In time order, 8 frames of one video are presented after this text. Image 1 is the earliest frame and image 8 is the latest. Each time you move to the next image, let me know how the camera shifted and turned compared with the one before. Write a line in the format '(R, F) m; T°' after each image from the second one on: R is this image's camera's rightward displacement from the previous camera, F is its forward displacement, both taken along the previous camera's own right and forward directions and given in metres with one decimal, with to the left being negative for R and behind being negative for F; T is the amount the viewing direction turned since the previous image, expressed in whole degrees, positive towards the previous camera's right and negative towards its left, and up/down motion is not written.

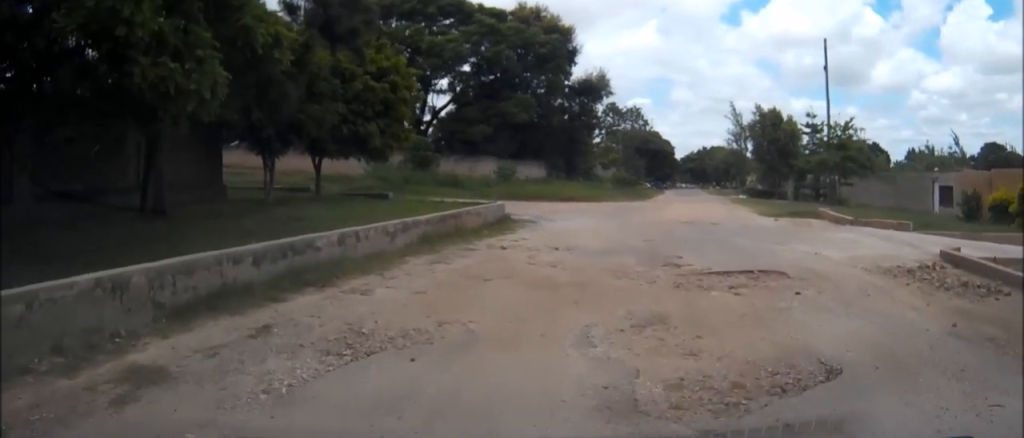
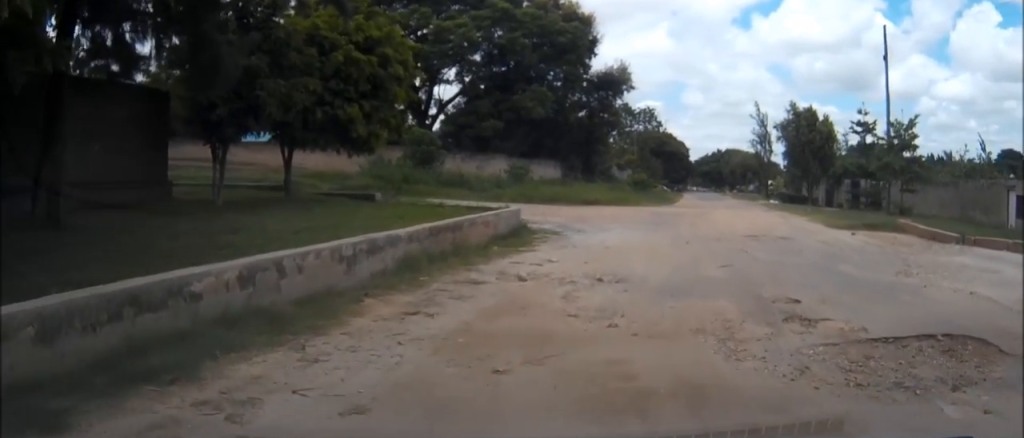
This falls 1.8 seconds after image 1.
(-0.1, +4.9) m; +3°
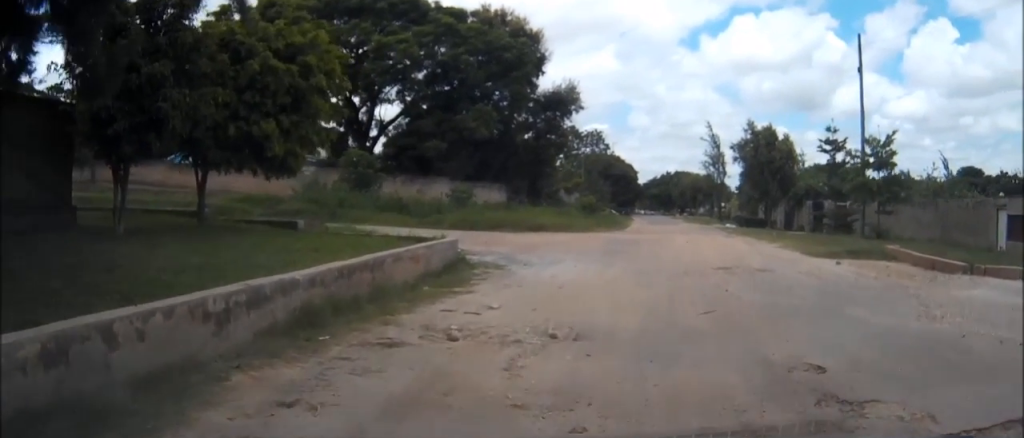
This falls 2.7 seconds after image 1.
(+0.1, +2.2) m; +9°
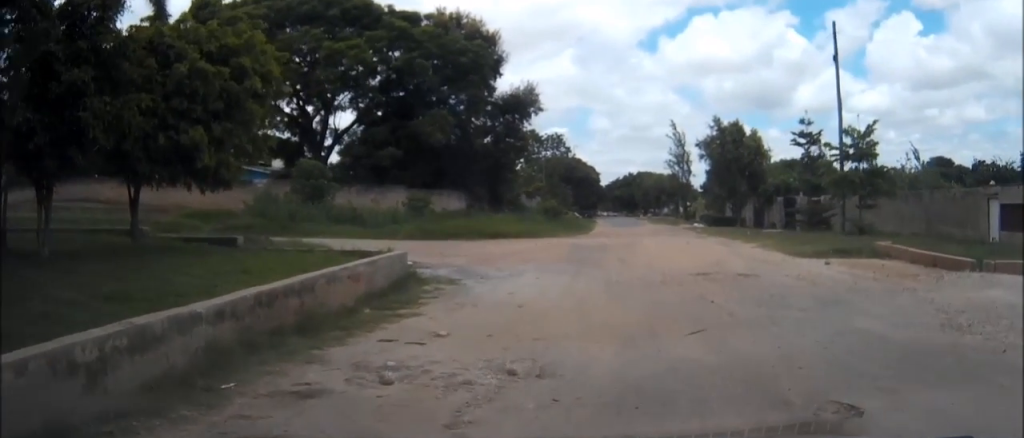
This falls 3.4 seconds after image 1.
(+0.1, +1.4) m; +5°
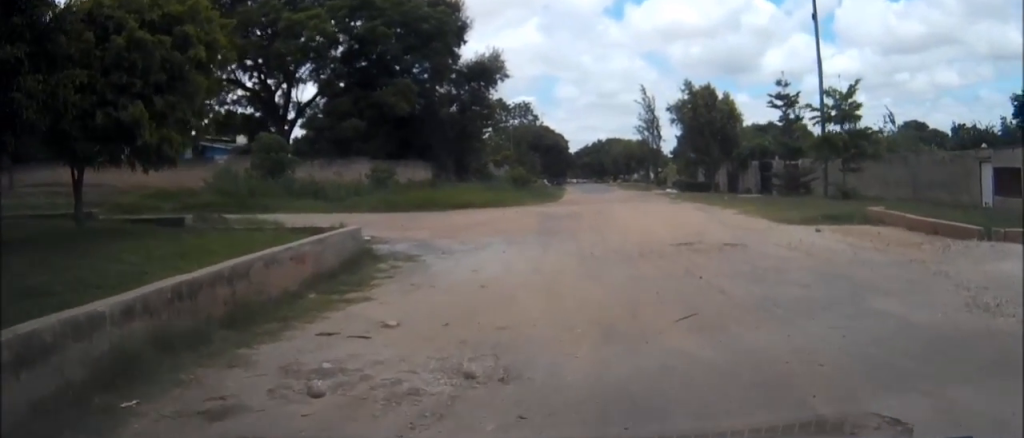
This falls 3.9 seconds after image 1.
(+0.1, +1.1) m; +3°
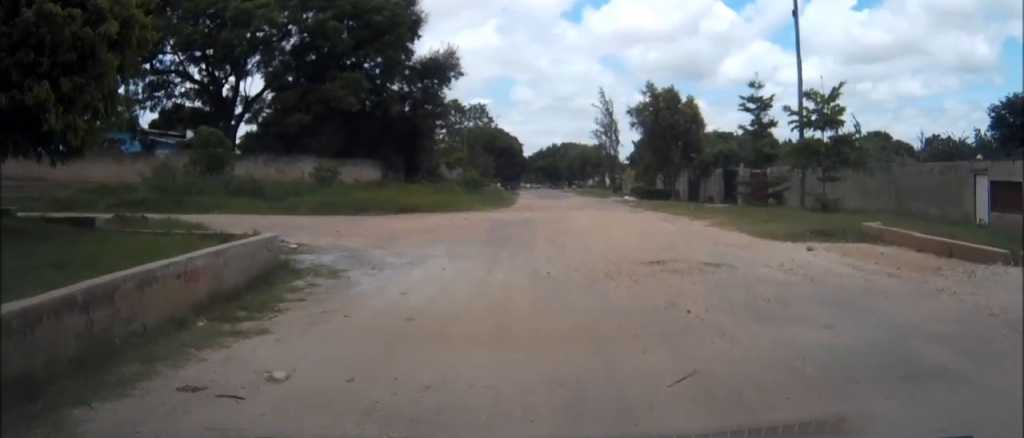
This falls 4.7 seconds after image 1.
(0.0, +1.9) m; -2°
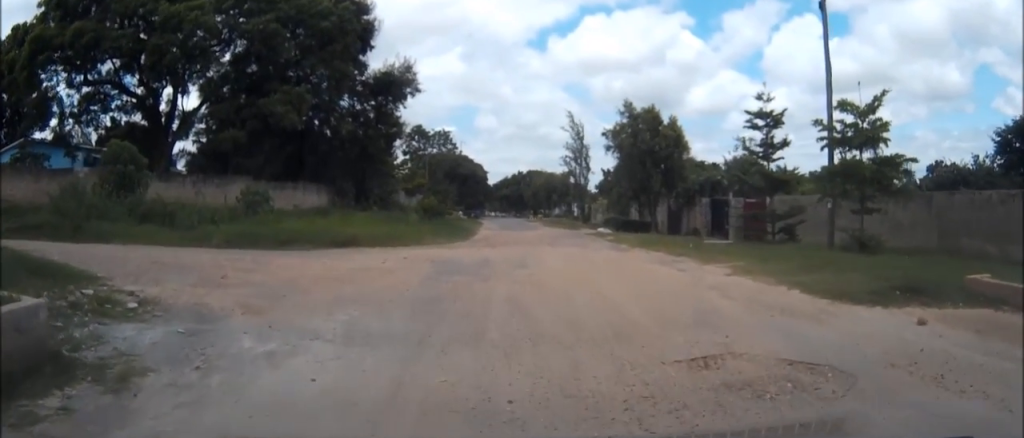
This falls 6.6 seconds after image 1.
(-0.2, +4.8) m; -5°
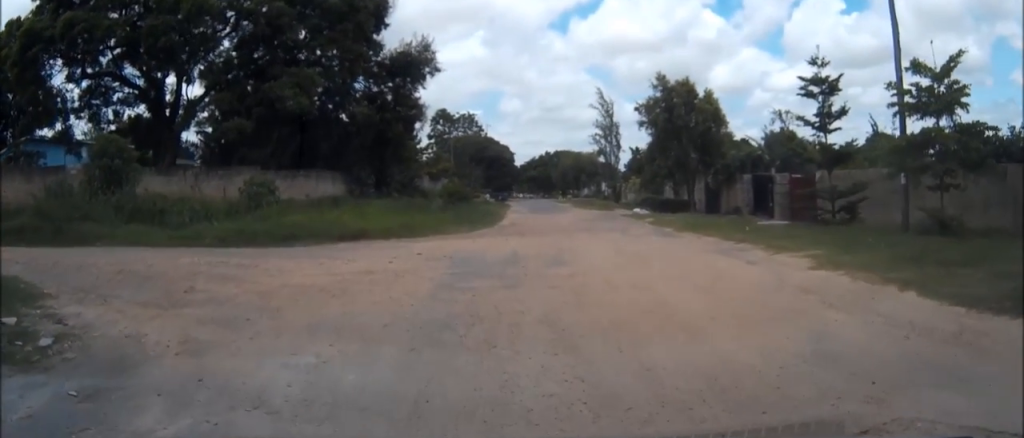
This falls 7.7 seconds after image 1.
(-0.1, +2.8) m; -3°
